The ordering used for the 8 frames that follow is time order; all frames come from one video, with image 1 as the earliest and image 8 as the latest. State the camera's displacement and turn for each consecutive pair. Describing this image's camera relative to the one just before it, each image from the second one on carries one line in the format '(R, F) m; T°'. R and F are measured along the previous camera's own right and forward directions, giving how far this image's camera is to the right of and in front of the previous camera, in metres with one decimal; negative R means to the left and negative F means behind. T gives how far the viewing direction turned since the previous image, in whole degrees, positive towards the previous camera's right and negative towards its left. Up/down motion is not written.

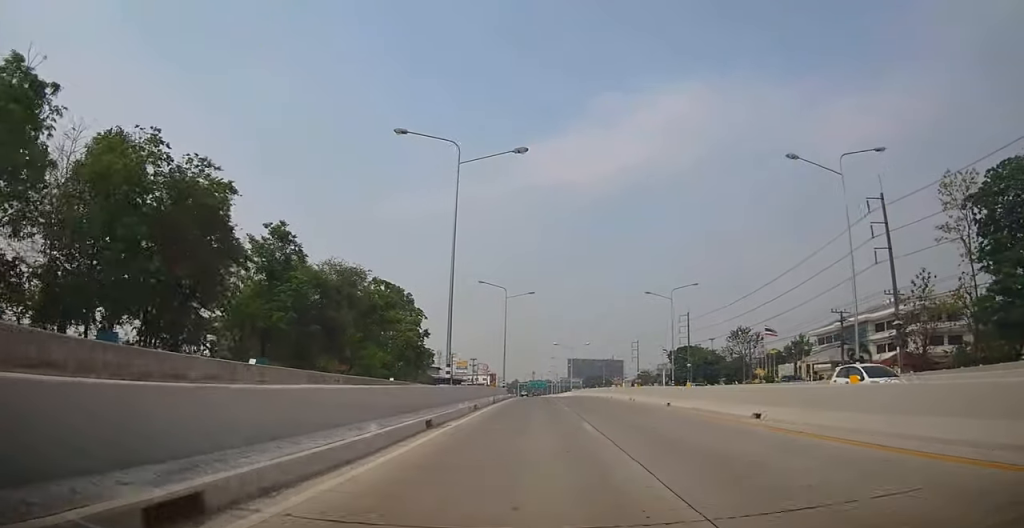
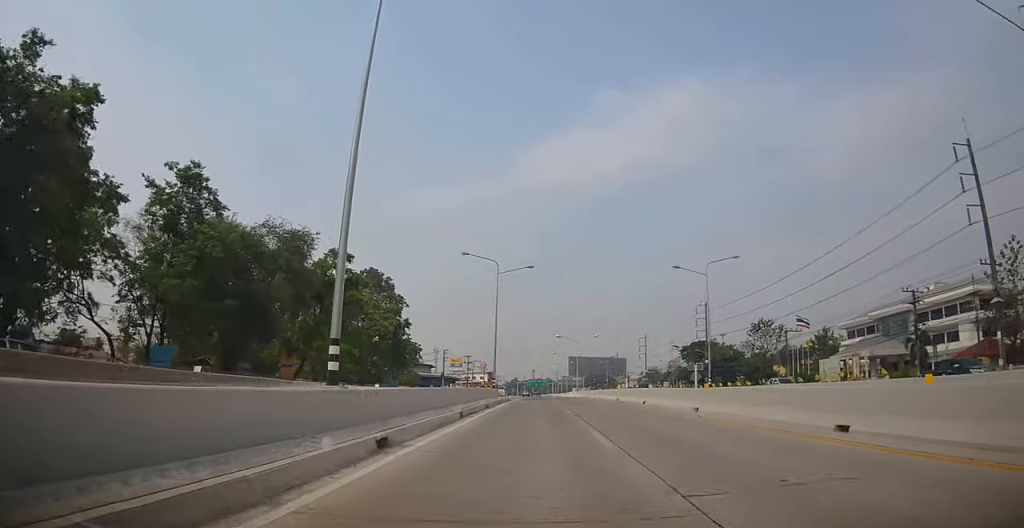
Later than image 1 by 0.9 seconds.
(0.0, +13.6) m; 0°
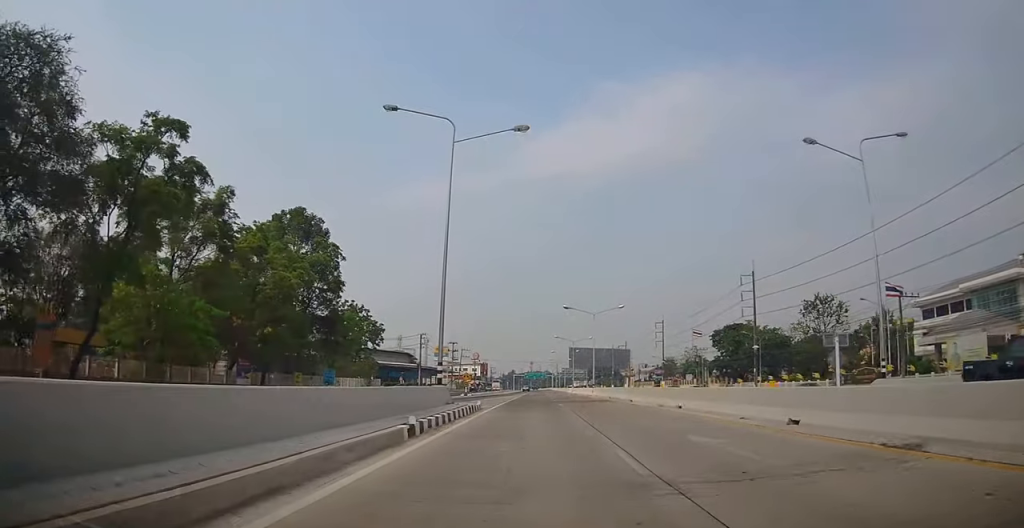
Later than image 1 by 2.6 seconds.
(-0.7, +25.5) m; -2°
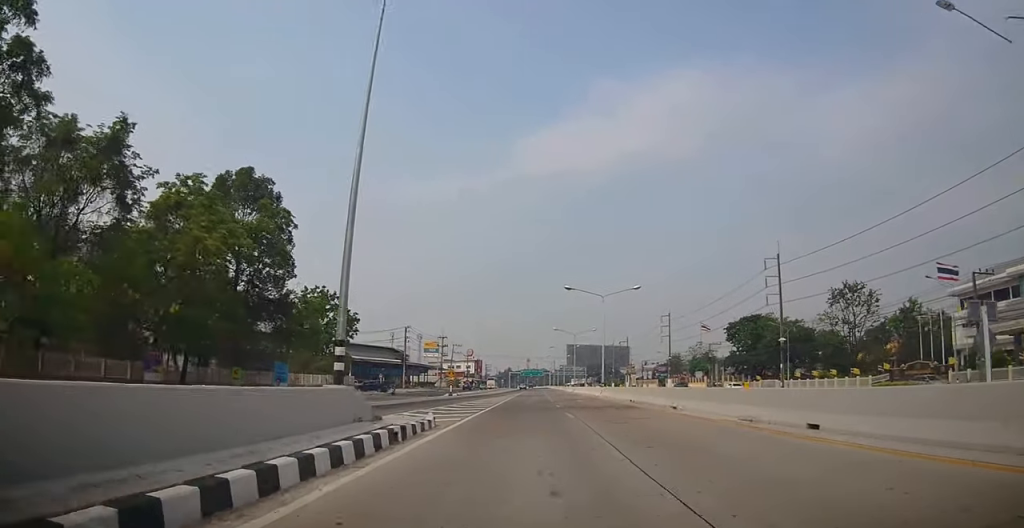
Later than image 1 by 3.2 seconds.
(+0.1, +10.3) m; +1°
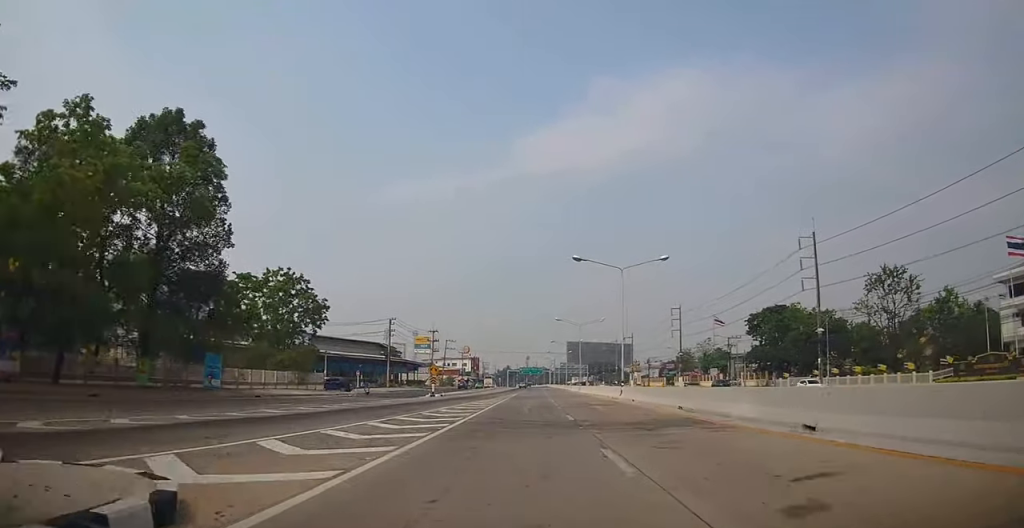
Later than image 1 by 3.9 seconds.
(+0.1, +10.3) m; +1°
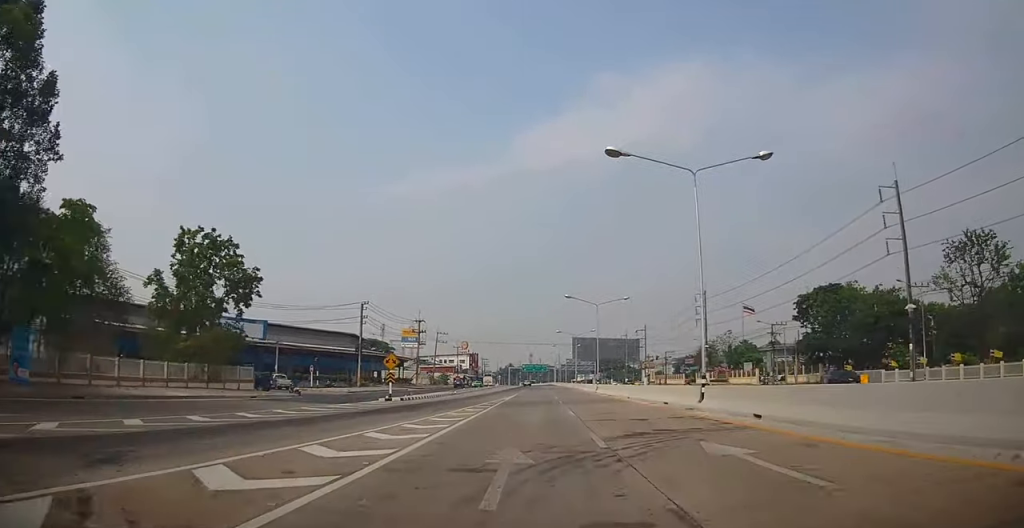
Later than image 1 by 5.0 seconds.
(0.0, +16.2) m; 0°
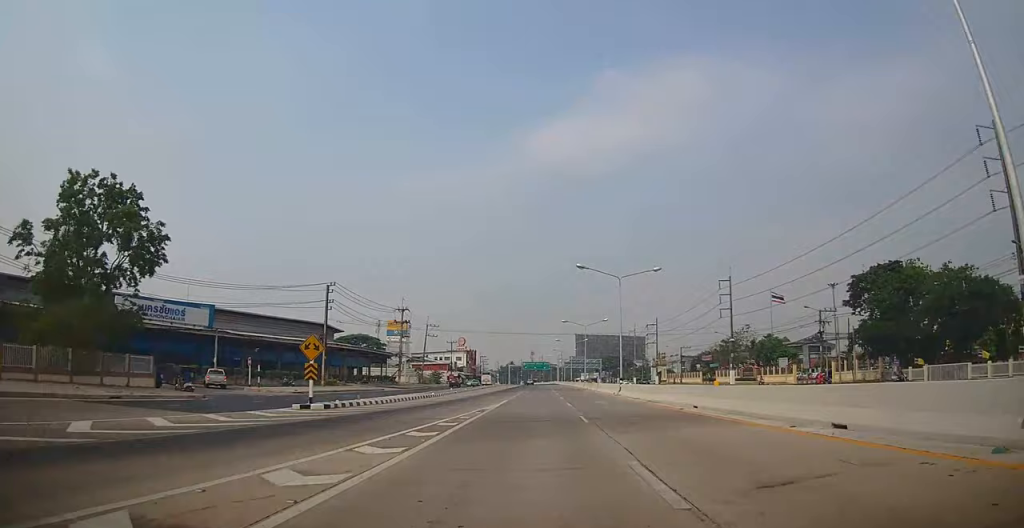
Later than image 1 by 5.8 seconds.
(0.0, +13.1) m; 0°
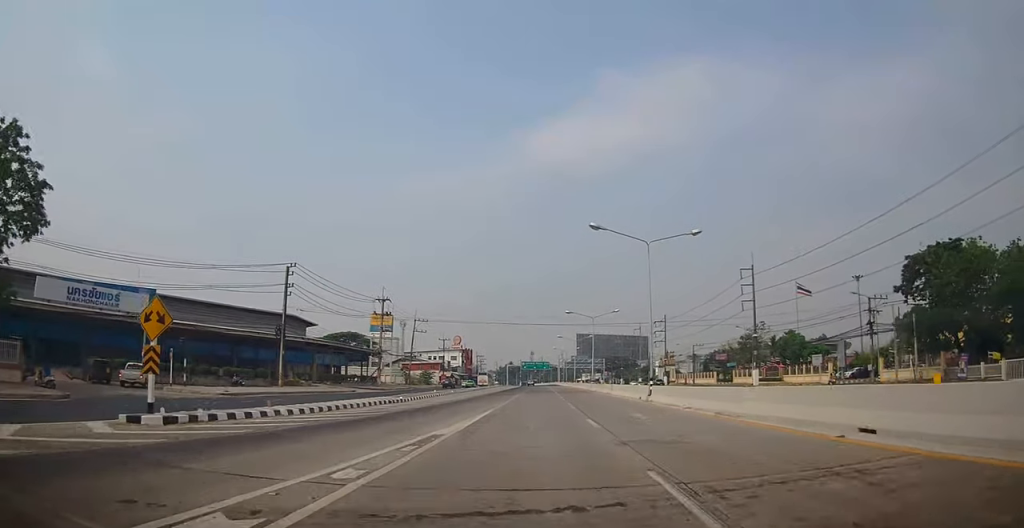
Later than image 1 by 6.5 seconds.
(0.0, +10.3) m; -1°
